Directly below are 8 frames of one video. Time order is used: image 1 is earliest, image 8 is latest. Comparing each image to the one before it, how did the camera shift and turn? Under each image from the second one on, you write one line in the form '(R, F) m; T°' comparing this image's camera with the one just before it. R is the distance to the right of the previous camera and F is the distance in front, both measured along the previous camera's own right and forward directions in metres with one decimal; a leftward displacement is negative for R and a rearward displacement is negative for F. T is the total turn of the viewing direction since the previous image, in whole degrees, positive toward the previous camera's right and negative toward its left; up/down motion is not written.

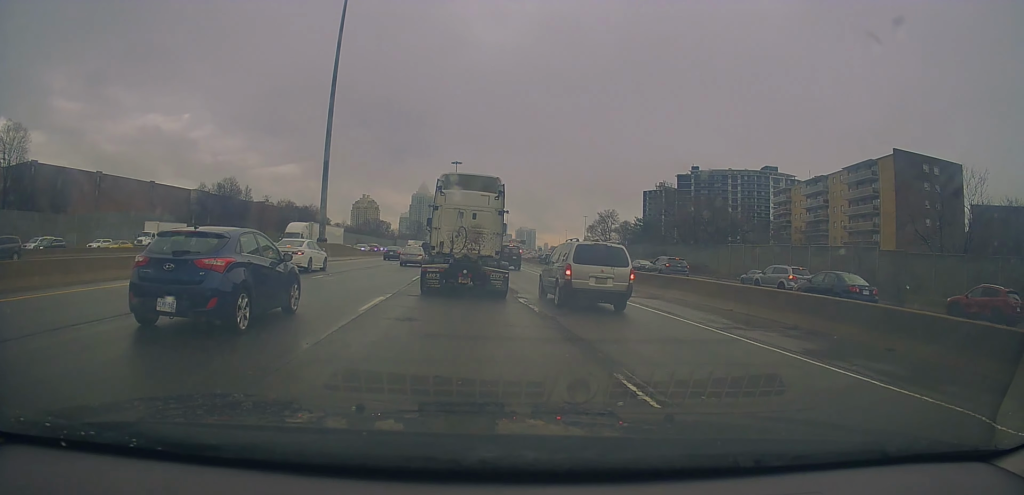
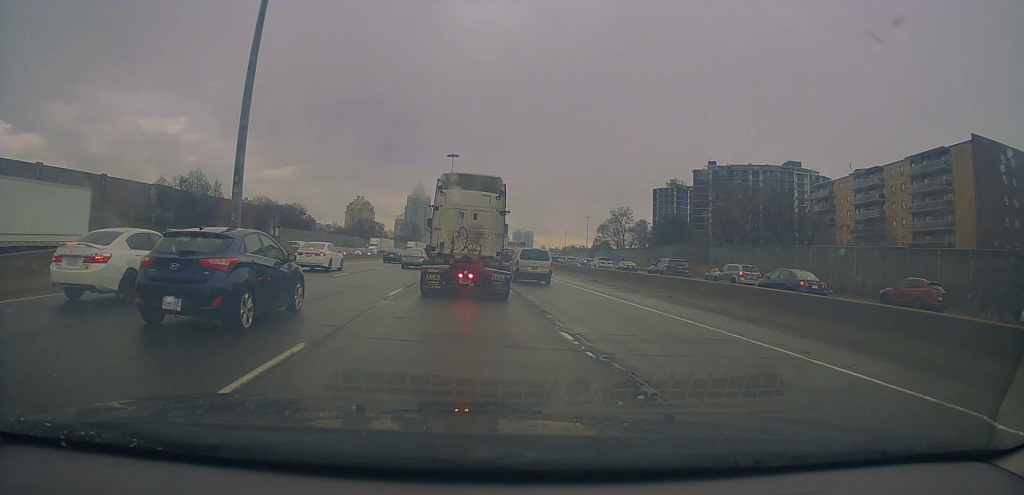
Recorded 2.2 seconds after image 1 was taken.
(-0.3, +19.3) m; 0°
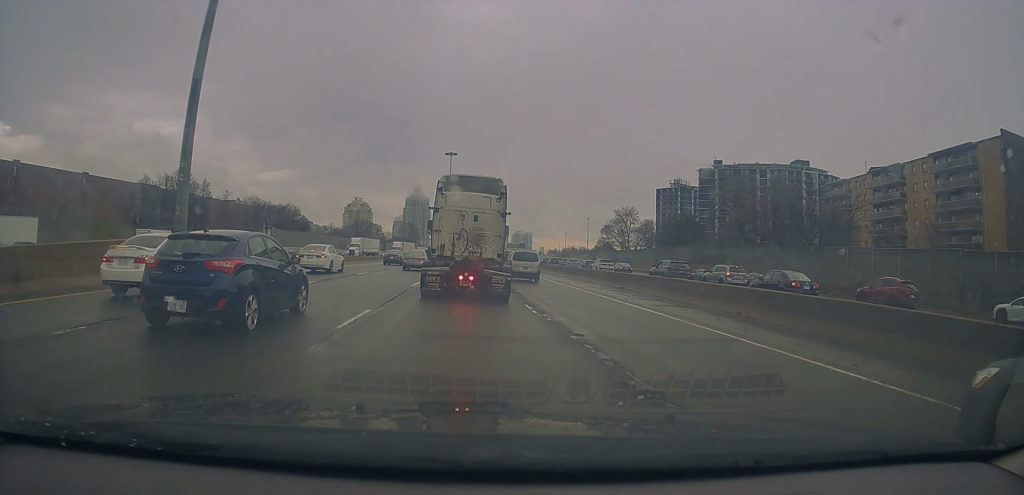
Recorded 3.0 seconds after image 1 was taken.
(-0.2, +6.4) m; +2°
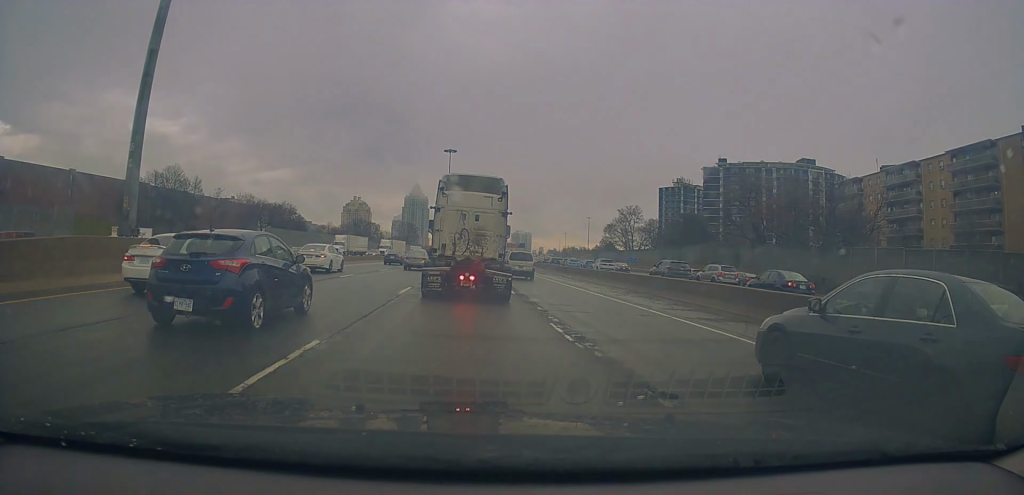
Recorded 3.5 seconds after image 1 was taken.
(+0.1, +4.6) m; 0°
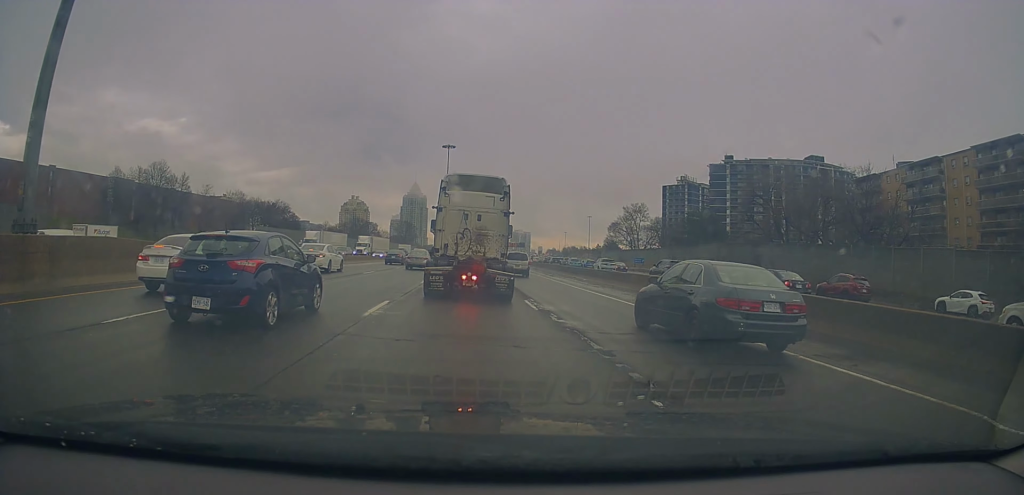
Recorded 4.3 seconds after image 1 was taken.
(+0.5, +6.1) m; -2°
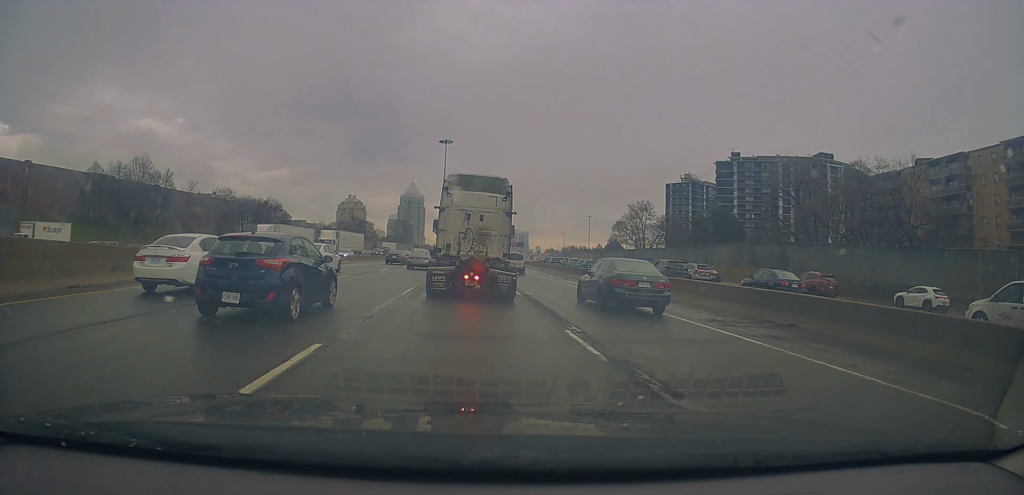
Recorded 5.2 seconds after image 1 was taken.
(-0.9, +6.9) m; -1°
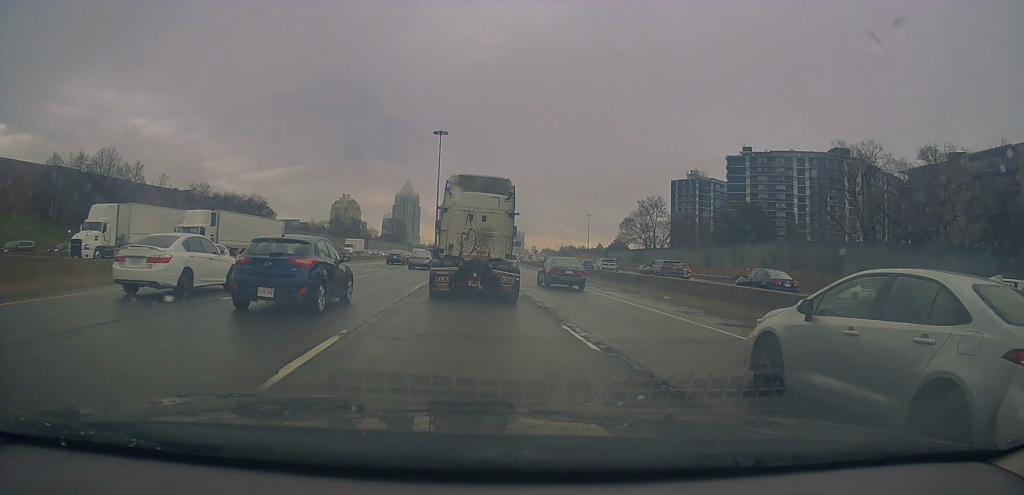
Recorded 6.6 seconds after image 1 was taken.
(+0.4, +11.2) m; -2°
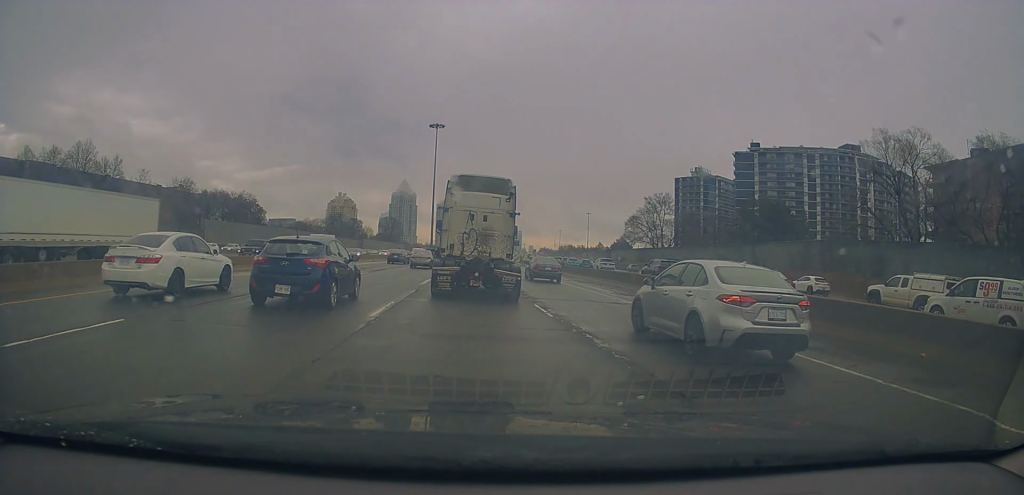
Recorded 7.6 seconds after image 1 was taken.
(-0.3, +7.1) m; +1°
